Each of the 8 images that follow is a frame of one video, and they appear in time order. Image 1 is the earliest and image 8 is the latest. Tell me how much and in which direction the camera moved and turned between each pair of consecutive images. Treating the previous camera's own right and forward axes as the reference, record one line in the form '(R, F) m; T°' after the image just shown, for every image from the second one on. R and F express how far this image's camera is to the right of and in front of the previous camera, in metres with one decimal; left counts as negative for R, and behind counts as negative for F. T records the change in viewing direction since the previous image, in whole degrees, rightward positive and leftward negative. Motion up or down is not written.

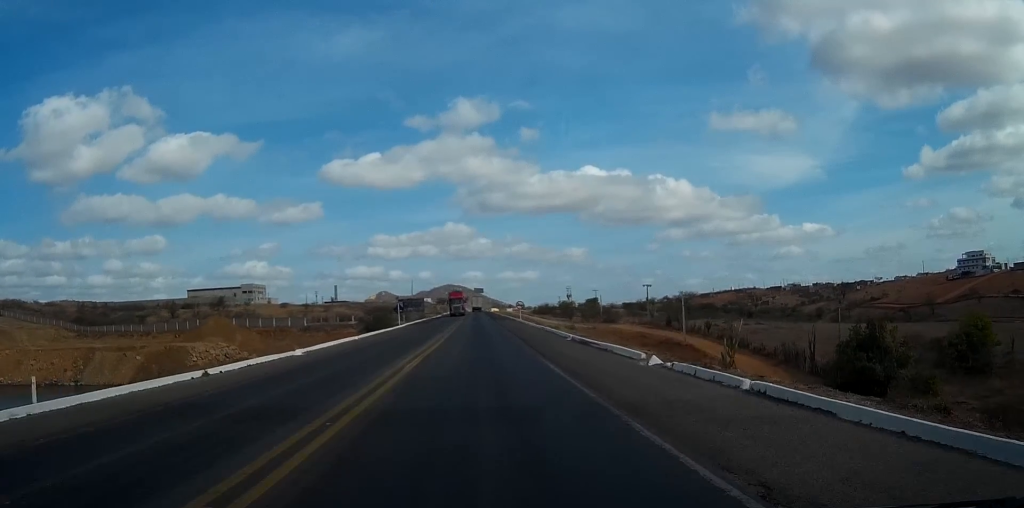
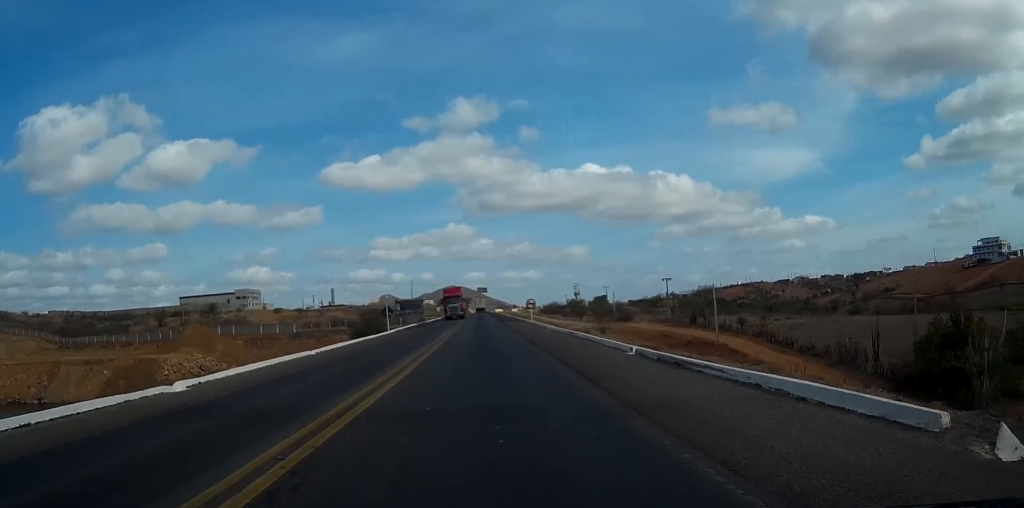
(0.0, +14.3) m; 0°
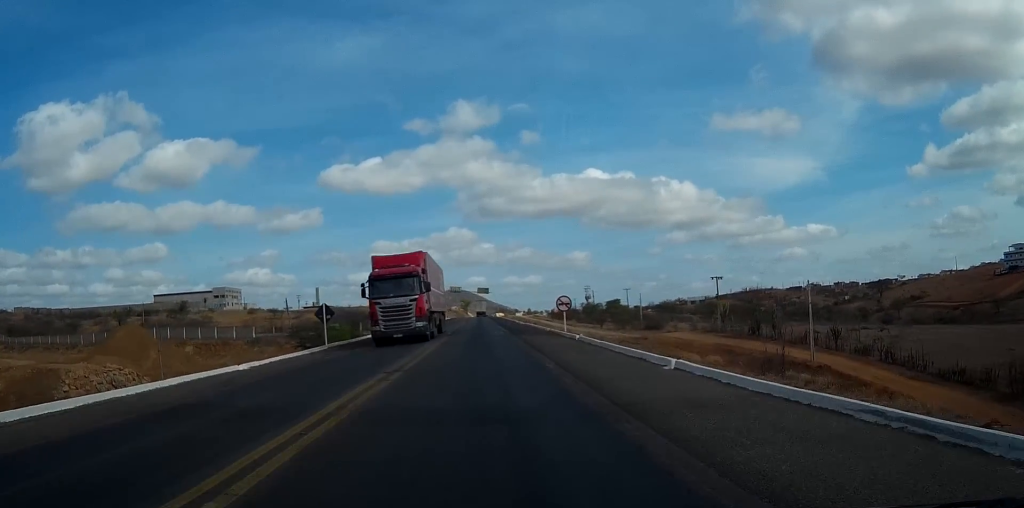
(+0.1, +31.0) m; 0°
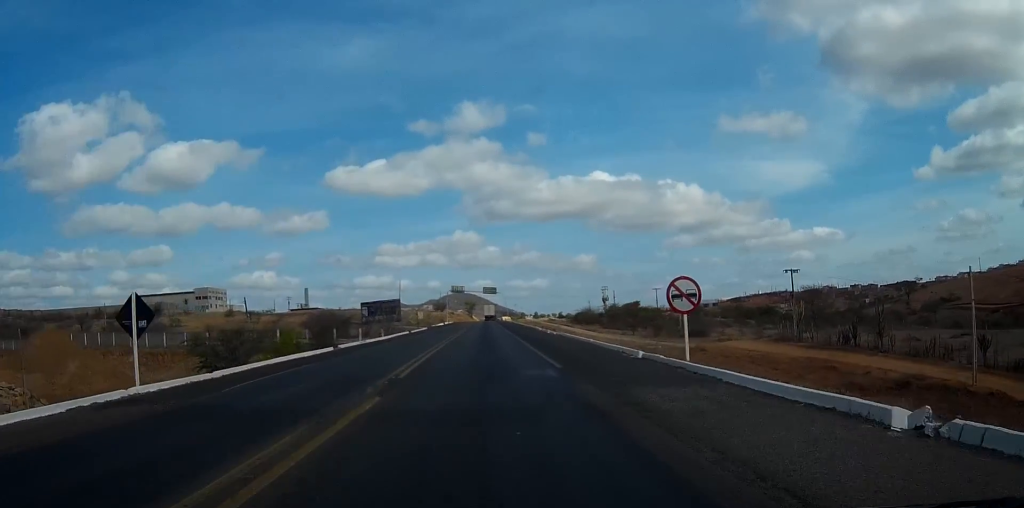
(-0.2, +27.2) m; 0°
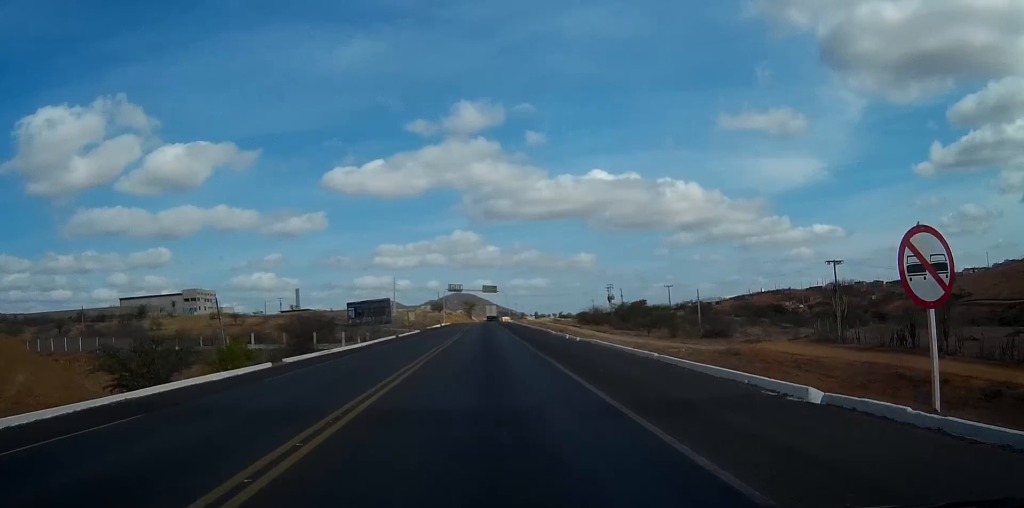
(+0.1, +11.9) m; 0°
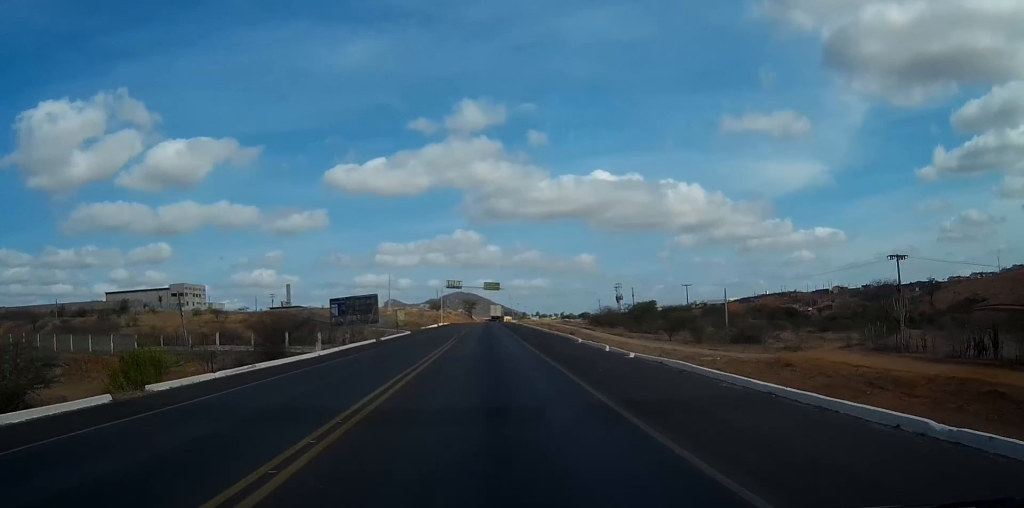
(0.0, +13.1) m; 0°
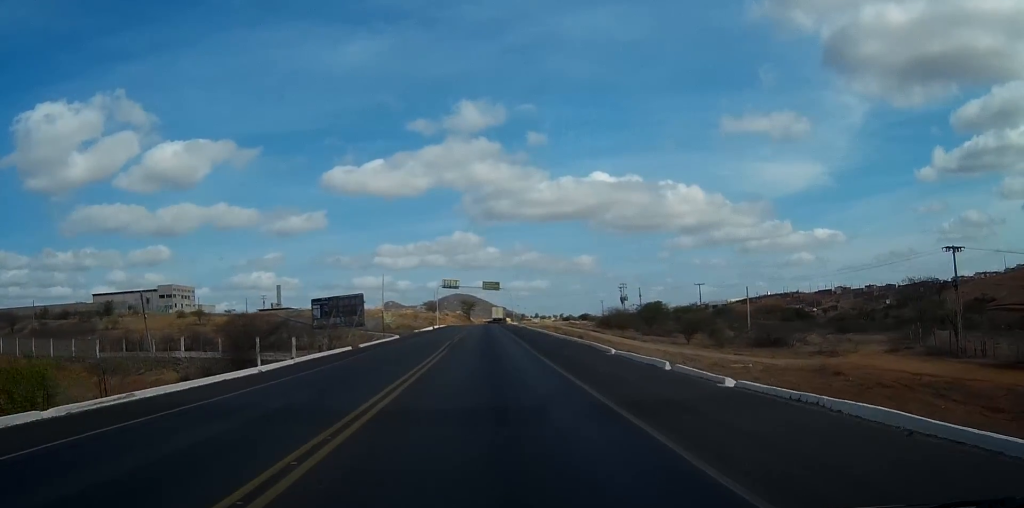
(0.0, +9.6) m; 0°
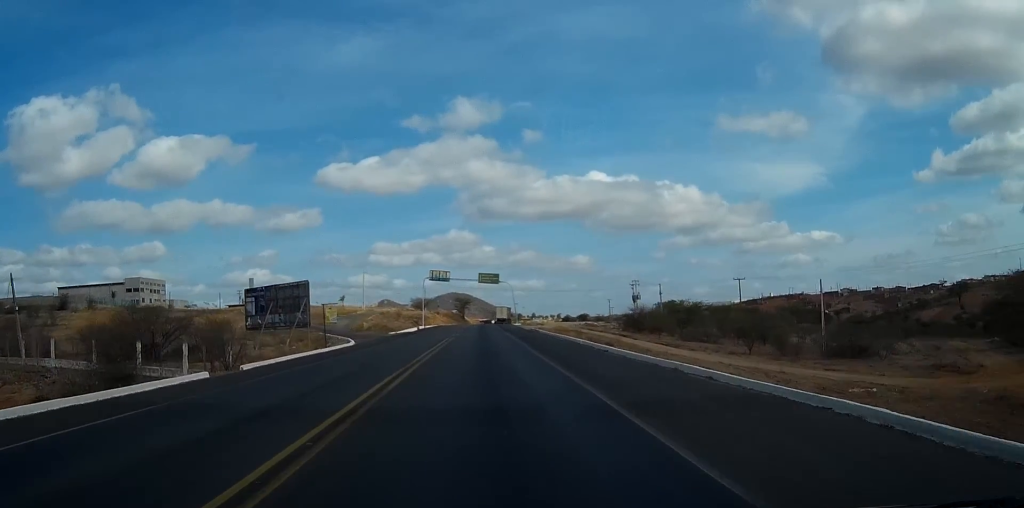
(0.0, +23.1) m; +1°
